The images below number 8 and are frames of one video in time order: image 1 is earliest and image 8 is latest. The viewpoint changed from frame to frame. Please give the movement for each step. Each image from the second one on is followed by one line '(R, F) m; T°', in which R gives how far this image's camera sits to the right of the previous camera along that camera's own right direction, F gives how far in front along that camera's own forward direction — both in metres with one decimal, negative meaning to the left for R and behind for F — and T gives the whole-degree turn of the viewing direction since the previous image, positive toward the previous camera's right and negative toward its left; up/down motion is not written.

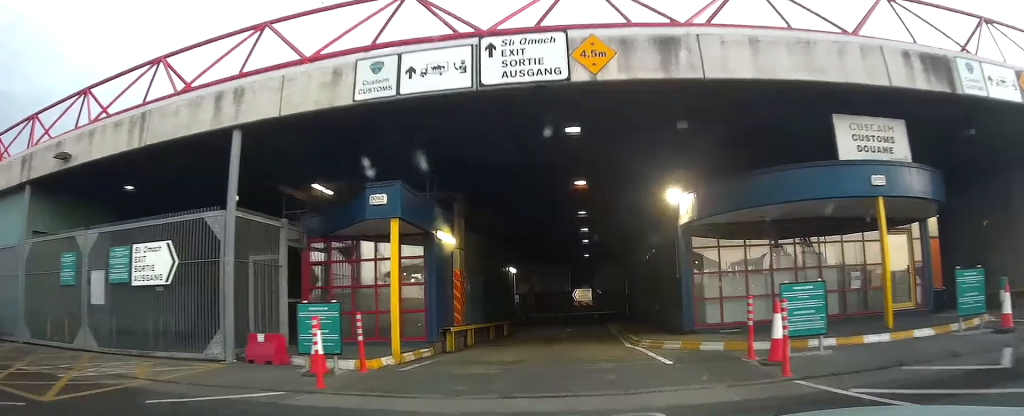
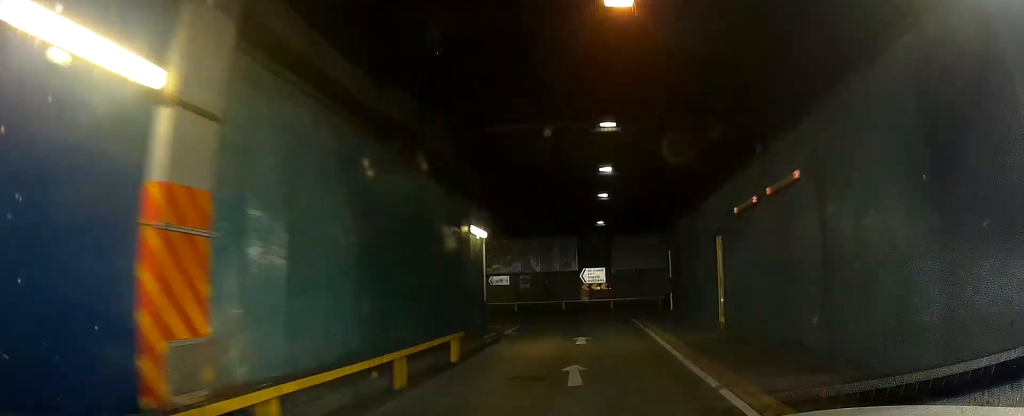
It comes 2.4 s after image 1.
(-0.1, +12.6) m; -3°
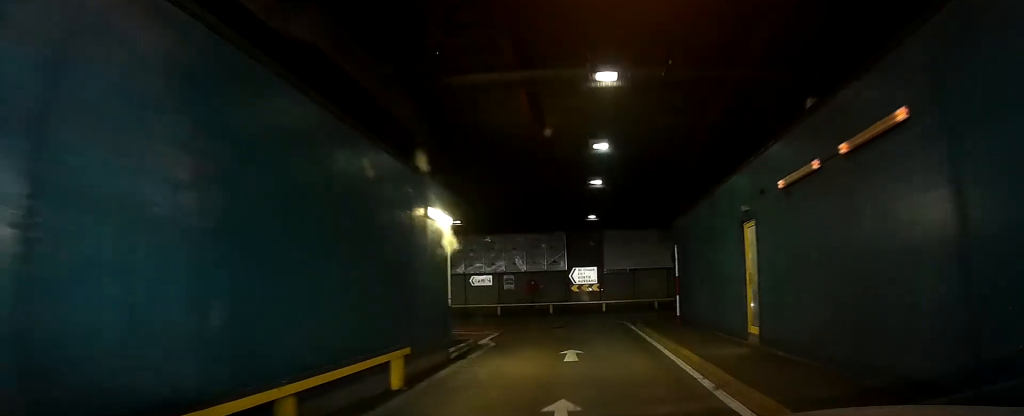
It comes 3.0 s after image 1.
(-0.1, +3.0) m; -1°
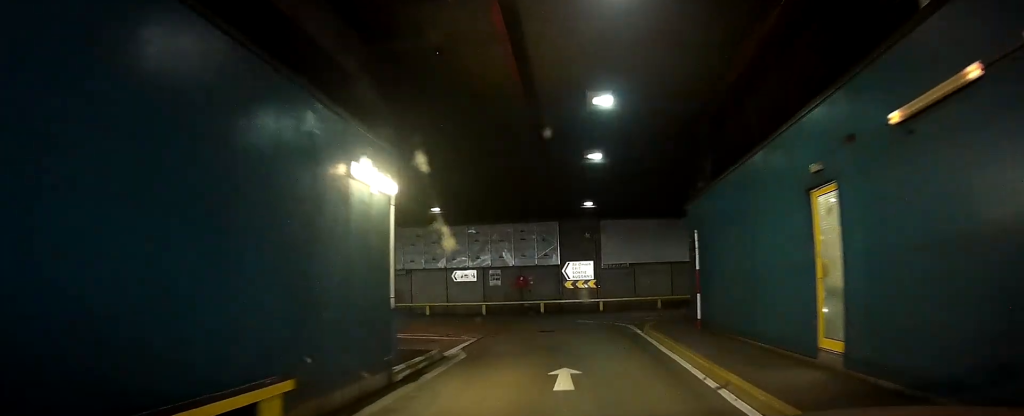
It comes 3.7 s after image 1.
(-0.1, +3.2) m; -2°
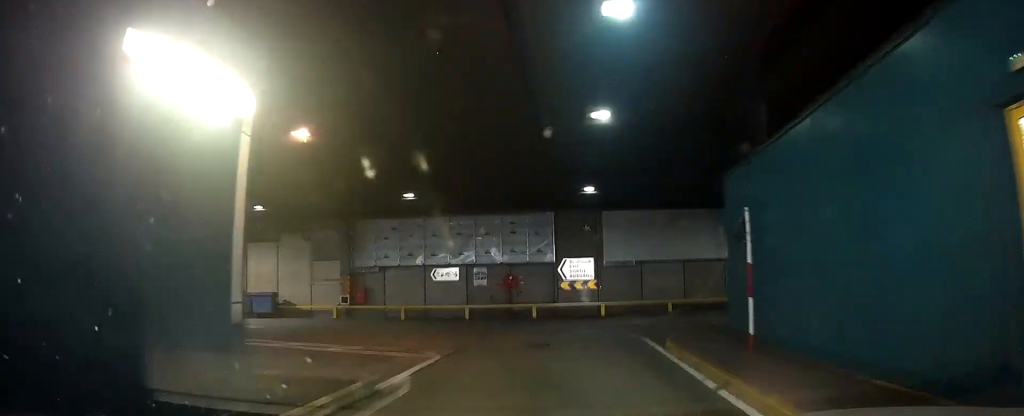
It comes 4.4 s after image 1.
(+0.1, +3.8) m; -3°
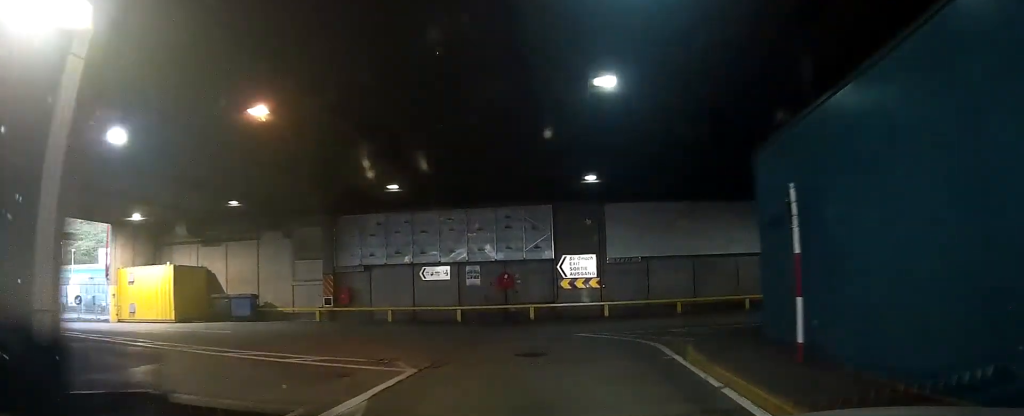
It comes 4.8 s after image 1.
(-0.1, +1.9) m; +2°
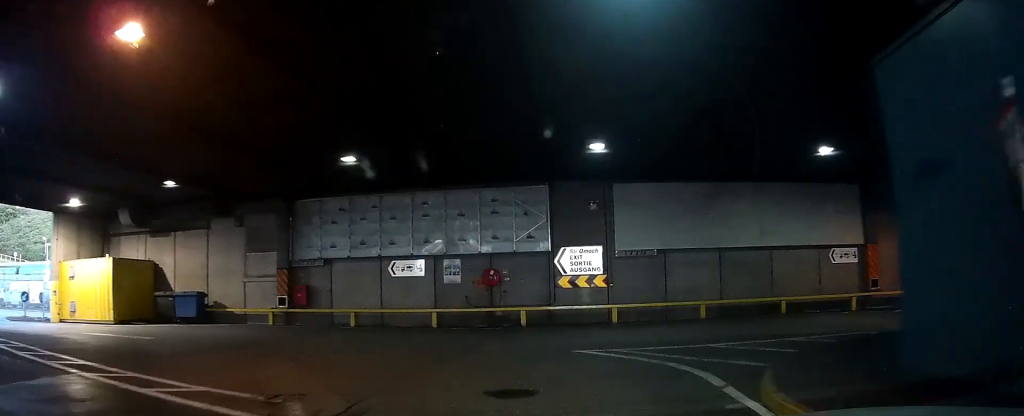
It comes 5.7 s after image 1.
(-0.1, +4.1) m; +6°
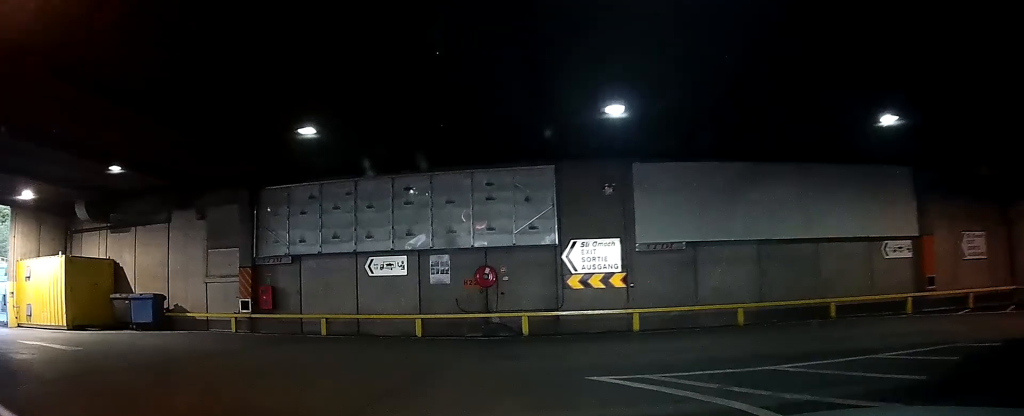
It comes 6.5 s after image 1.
(+0.6, +3.1) m; +6°
